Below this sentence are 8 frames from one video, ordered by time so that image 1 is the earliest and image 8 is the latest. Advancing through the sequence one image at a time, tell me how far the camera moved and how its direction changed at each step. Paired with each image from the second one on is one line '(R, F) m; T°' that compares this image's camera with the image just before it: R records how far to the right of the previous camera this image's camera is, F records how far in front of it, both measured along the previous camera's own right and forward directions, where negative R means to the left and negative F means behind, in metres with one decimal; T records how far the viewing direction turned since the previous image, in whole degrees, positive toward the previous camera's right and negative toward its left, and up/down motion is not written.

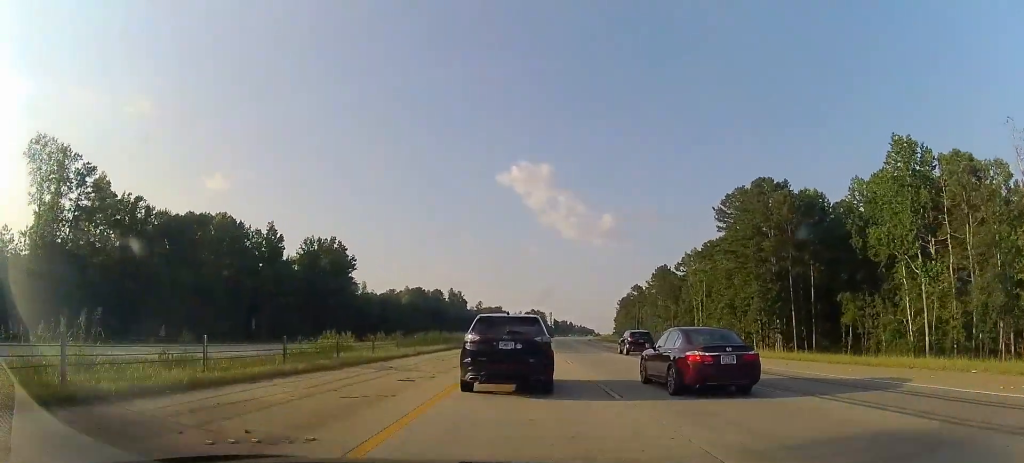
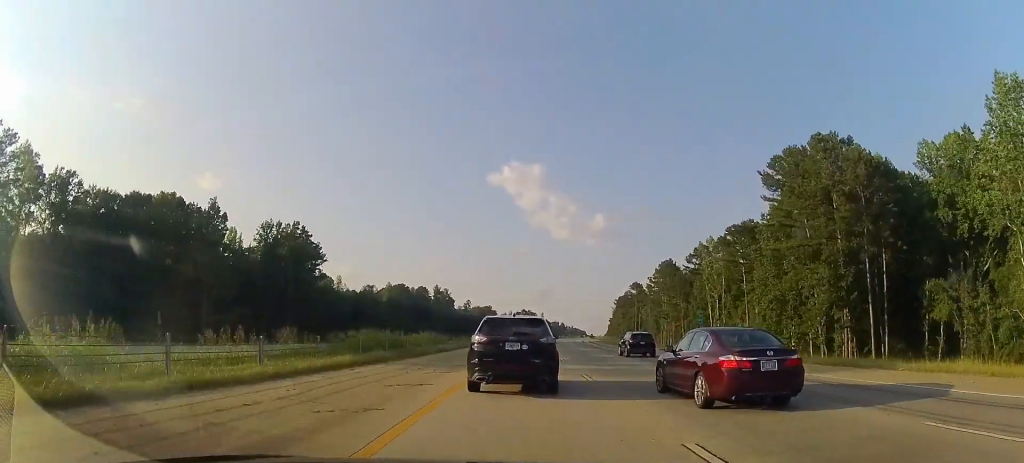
(-0.1, +19.9) m; +1°
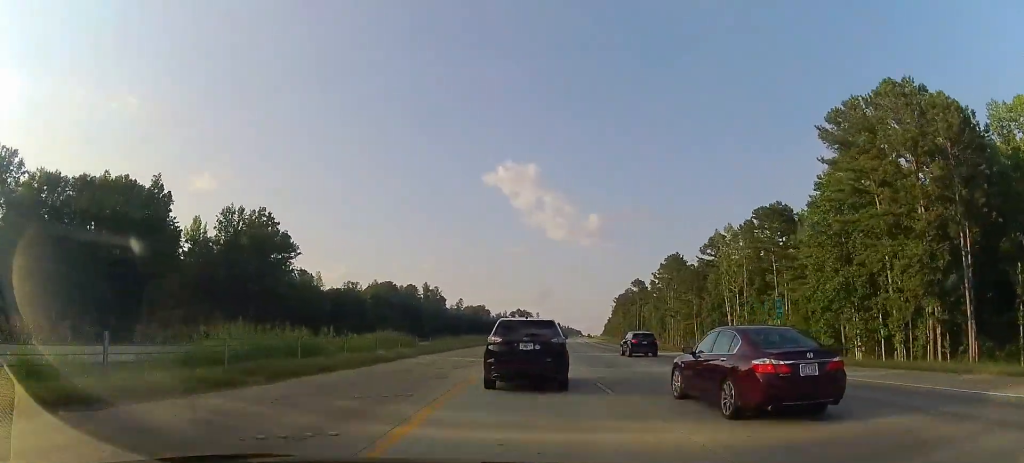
(+0.3, +15.5) m; +1°
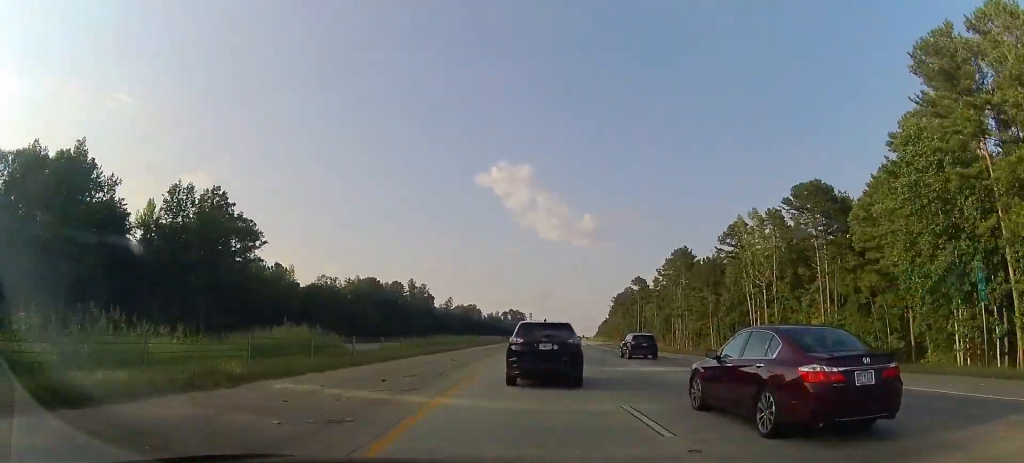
(0.0, +16.5) m; +1°
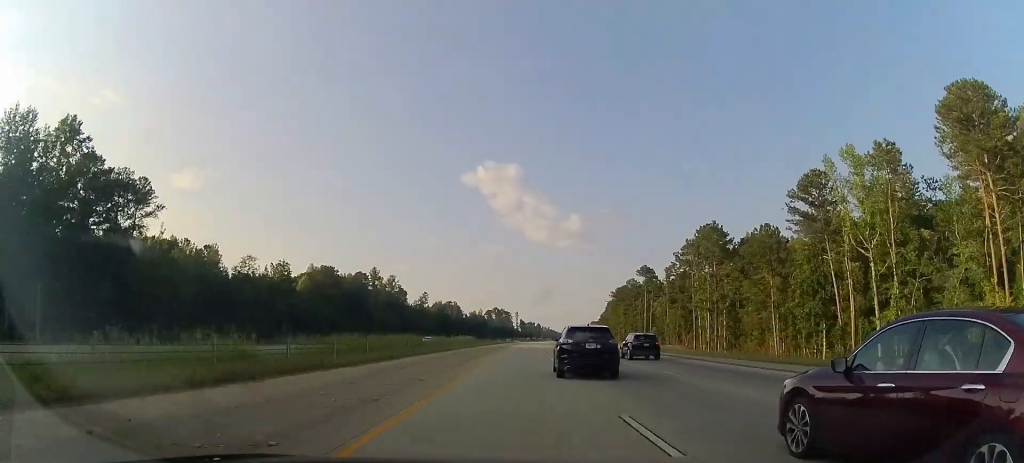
(+0.7, +37.1) m; +2°
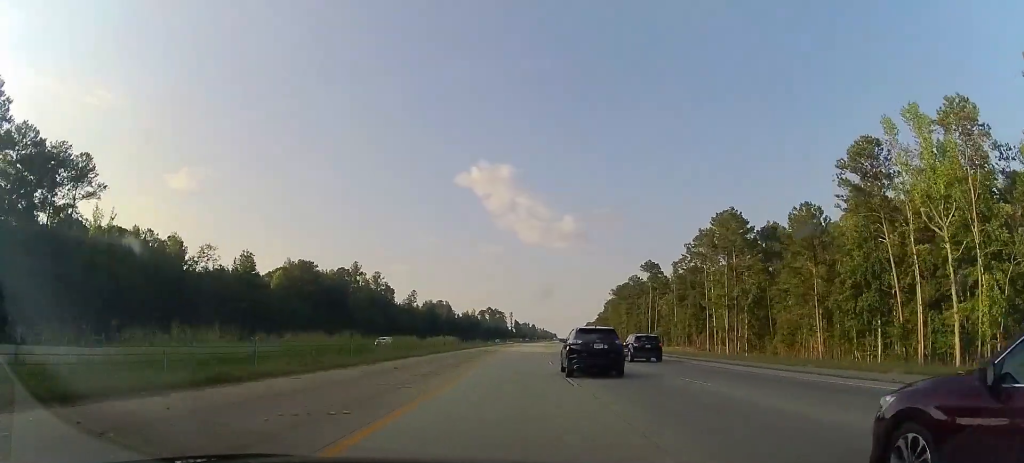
(+0.1, +15.5) m; +1°
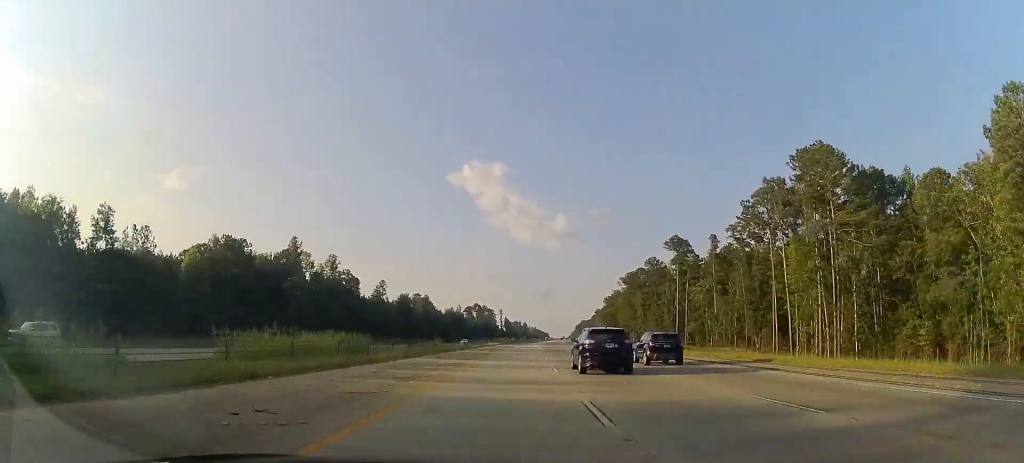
(+0.4, +42.6) m; +1°
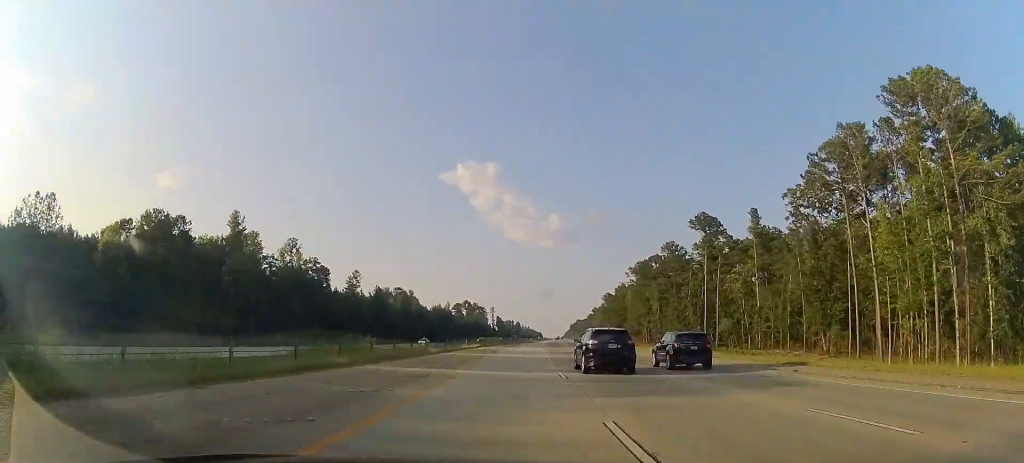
(+0.1, +27.8) m; +1°
